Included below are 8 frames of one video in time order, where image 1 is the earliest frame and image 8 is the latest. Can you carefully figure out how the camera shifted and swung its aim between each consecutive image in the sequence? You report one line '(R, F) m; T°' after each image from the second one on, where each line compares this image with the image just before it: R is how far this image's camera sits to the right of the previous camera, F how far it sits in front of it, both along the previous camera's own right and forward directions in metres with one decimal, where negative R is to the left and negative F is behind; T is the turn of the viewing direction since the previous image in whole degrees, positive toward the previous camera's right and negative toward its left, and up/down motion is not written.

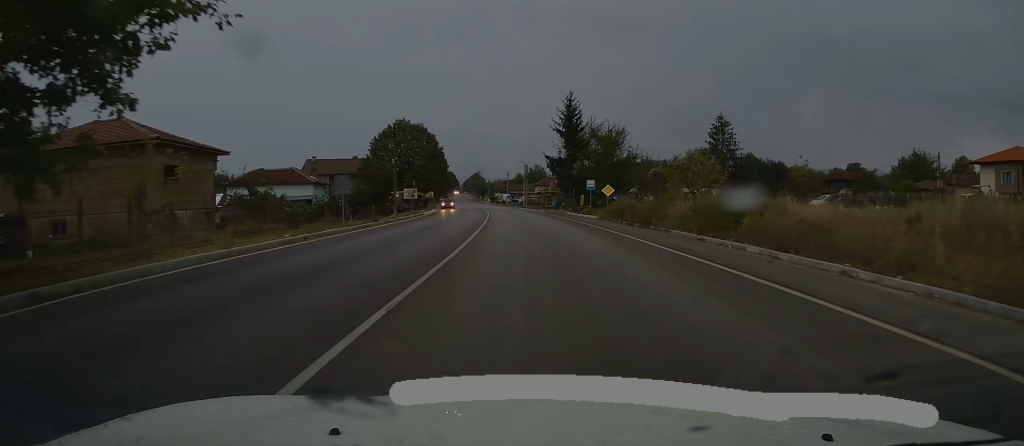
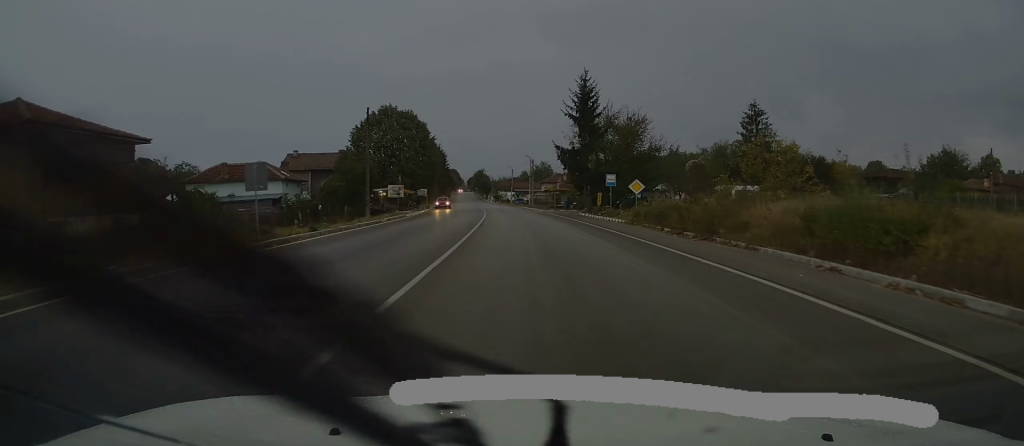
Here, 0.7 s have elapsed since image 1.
(0.0, +10.0) m; 0°
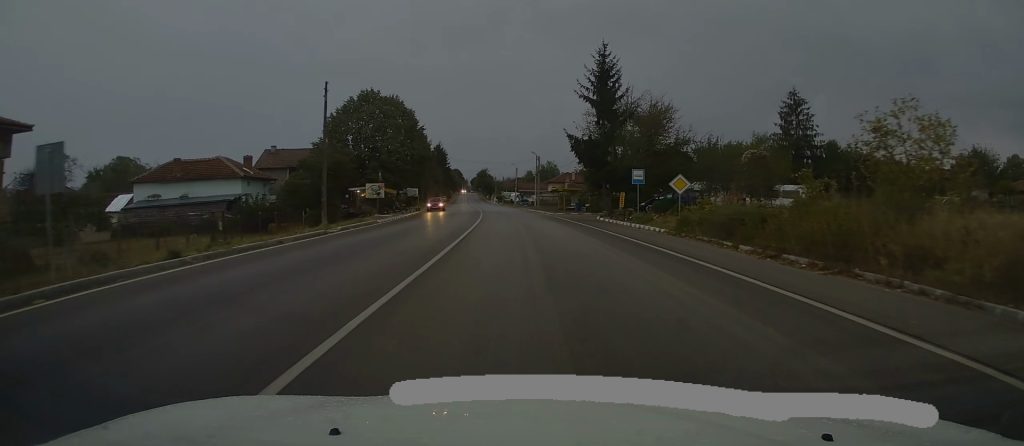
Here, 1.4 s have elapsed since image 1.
(+0.1, +9.4) m; 0°
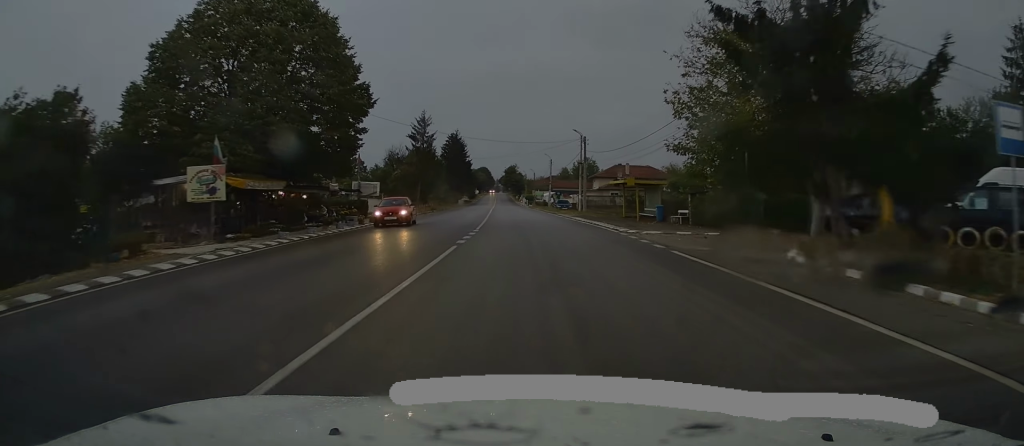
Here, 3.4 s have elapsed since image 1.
(-0.7, +28.4) m; -2°
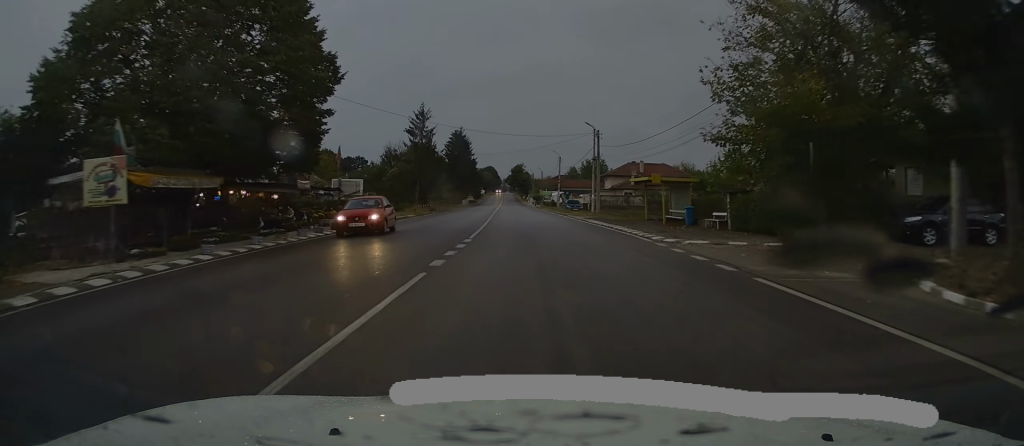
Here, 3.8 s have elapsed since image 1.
(-0.1, +5.3) m; -1°
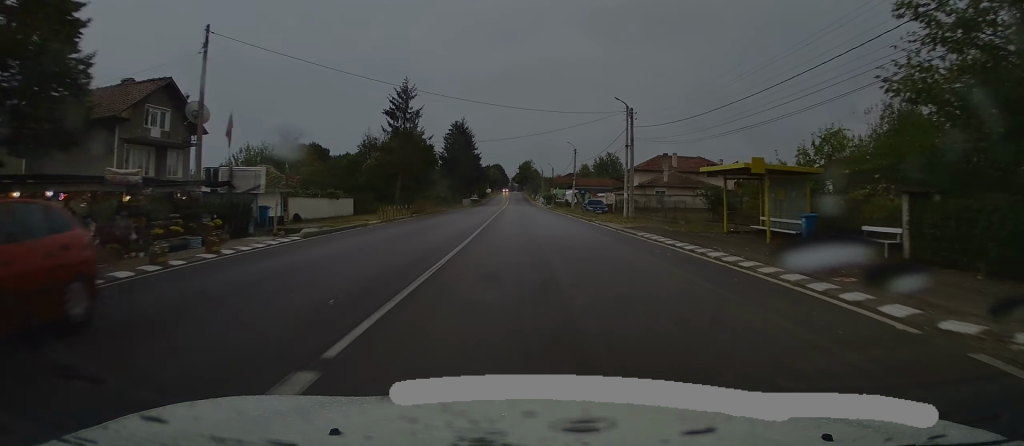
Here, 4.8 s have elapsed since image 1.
(-0.2, +13.2) m; -1°
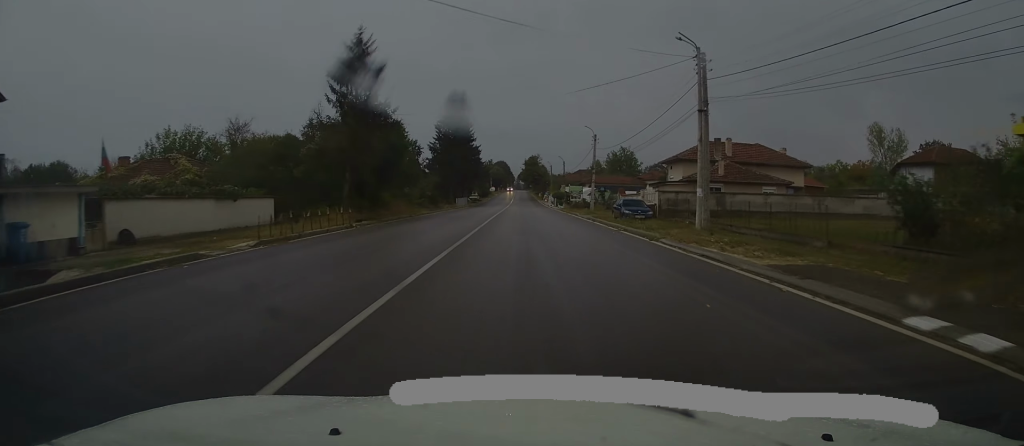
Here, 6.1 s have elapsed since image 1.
(0.0, +16.0) m; -1°
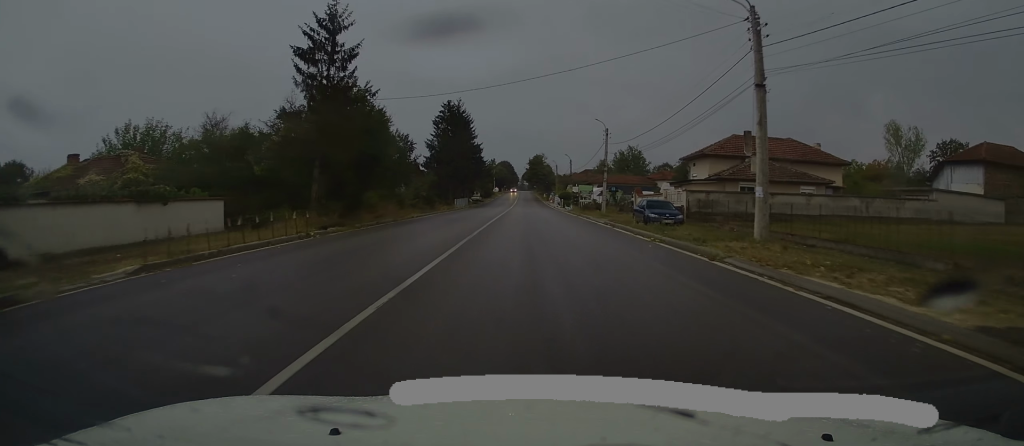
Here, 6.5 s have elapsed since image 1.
(0.0, +5.9) m; 0°
